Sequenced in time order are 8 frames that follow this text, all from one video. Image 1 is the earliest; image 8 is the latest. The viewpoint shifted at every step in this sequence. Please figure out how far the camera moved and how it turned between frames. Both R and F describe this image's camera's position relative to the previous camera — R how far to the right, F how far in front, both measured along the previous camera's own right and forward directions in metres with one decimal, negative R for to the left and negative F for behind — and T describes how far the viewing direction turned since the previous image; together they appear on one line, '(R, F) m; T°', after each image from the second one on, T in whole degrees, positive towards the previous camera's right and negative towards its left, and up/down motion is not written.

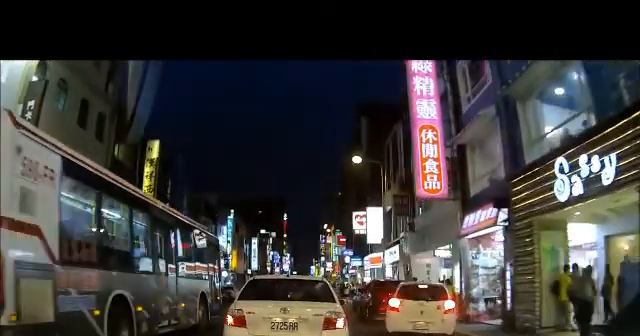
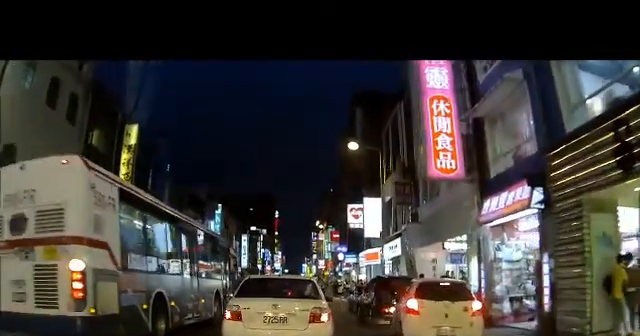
(0.0, +3.1) m; -1°
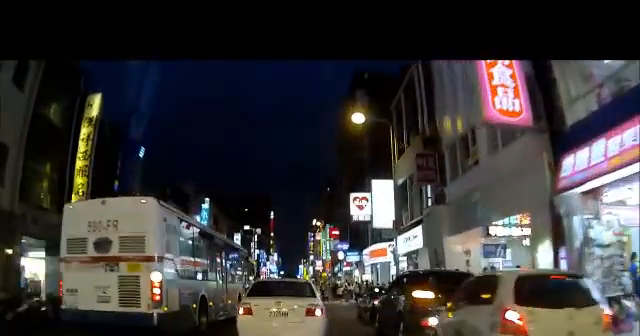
(0.0, +6.0) m; +1°
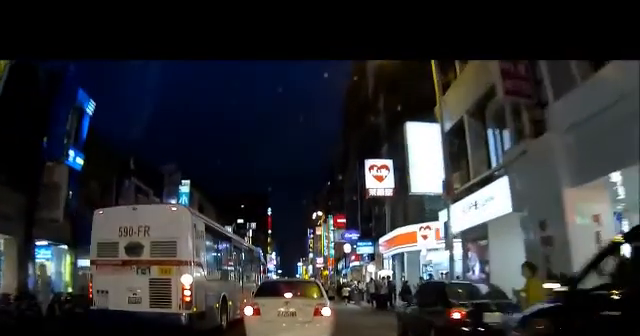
(+0.1, +8.7) m; 0°
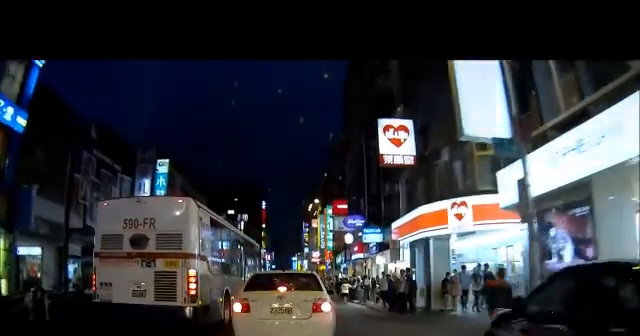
(0.0, +5.4) m; -1°
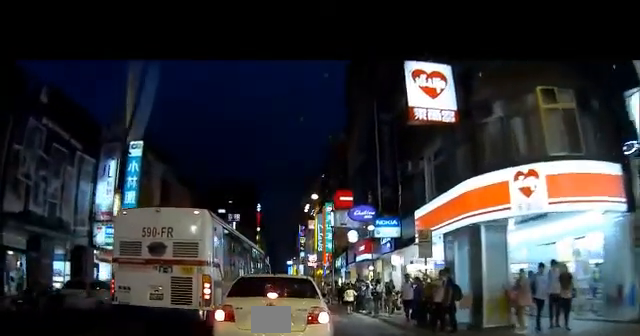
(-0.1, +5.6) m; -2°
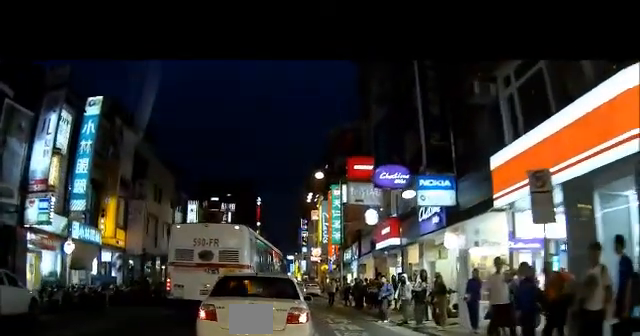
(+0.1, +8.0) m; +3°
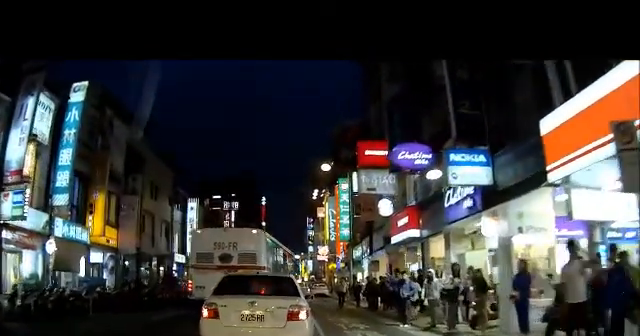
(0.0, +2.6) m; 0°
